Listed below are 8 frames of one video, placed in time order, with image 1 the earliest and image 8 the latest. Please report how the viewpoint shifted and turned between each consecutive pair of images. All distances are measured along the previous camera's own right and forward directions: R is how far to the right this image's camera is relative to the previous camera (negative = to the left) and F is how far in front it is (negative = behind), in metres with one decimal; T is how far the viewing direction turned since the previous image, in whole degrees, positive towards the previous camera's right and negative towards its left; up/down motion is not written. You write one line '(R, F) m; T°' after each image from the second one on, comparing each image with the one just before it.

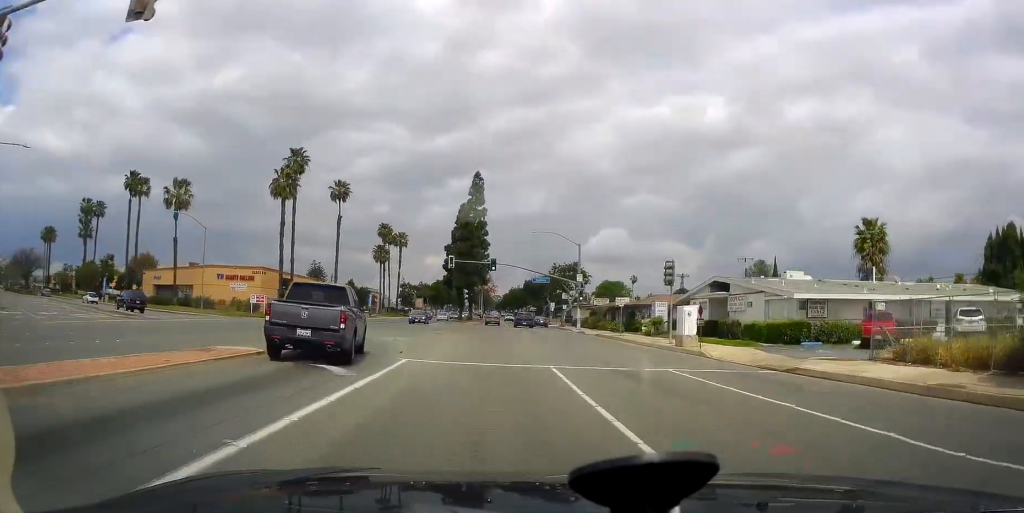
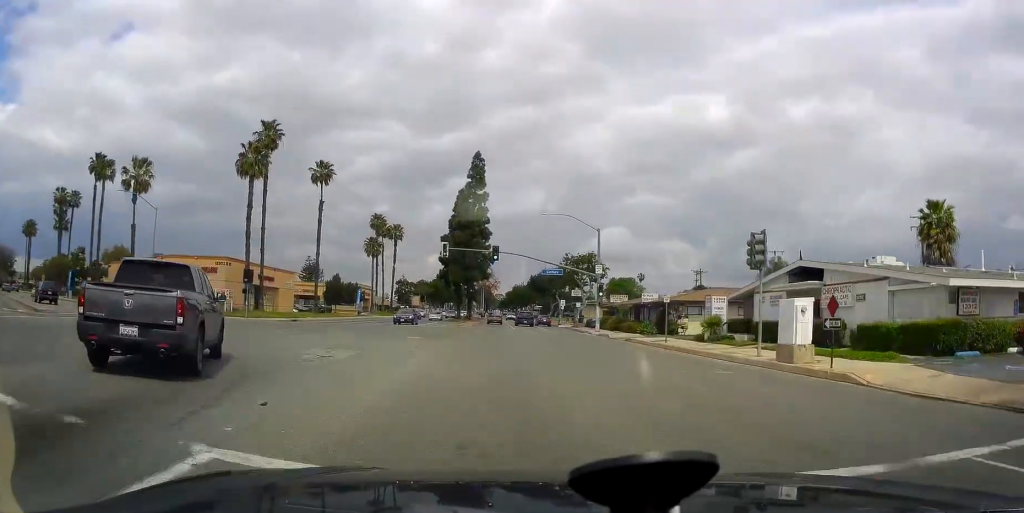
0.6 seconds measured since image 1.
(+0.2, +11.4) m; +1°
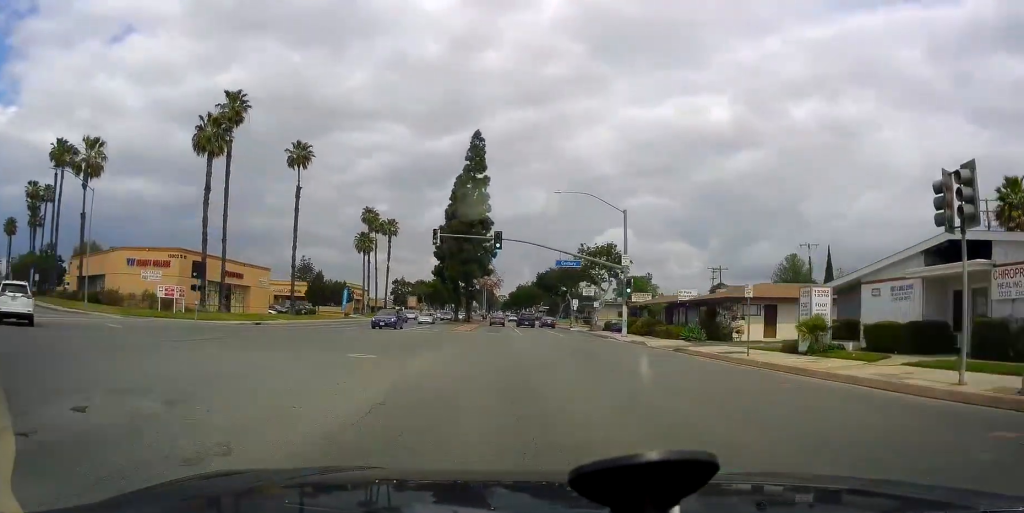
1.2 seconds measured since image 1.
(0.0, +10.7) m; 0°
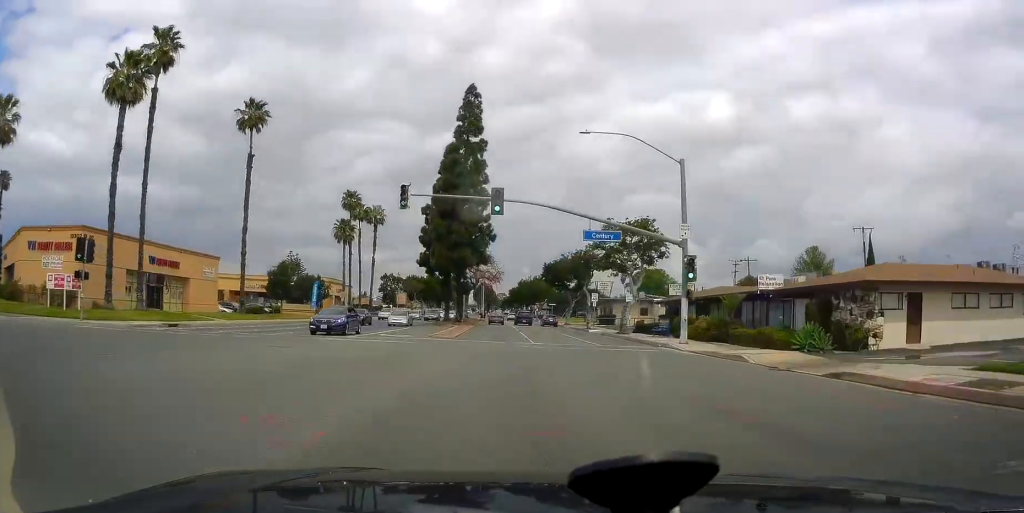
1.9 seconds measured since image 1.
(0.0, +14.5) m; 0°
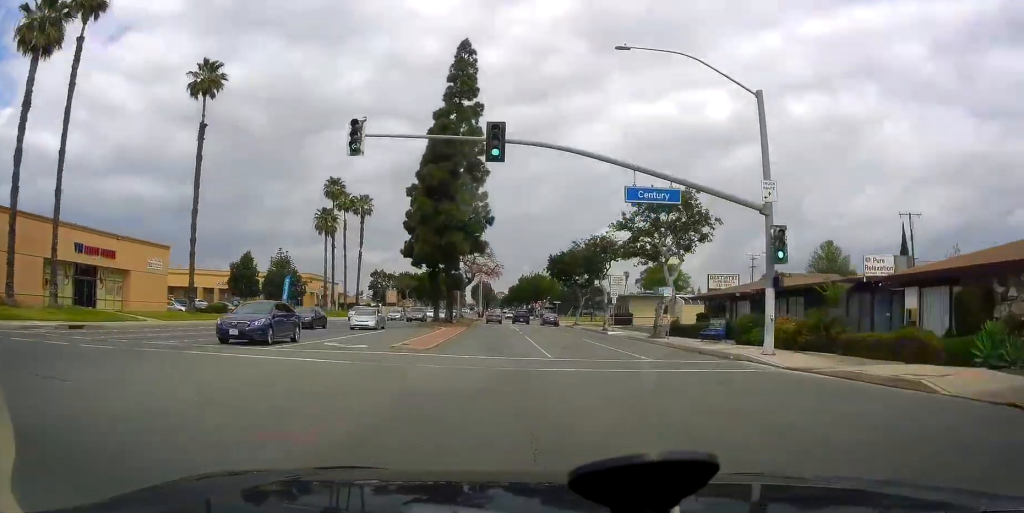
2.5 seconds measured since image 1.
(0.0, +10.1) m; 0°
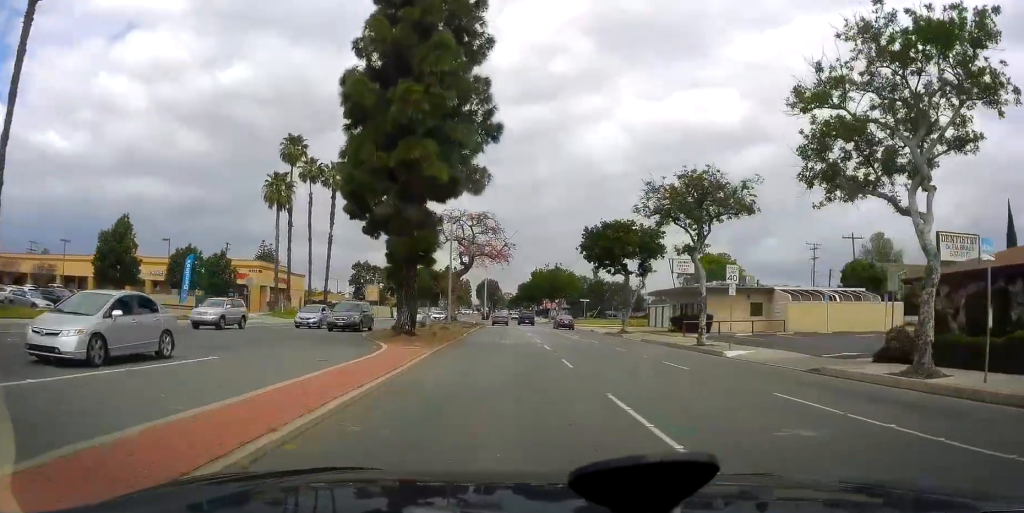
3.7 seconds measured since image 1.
(0.0, +23.2) m; 0°
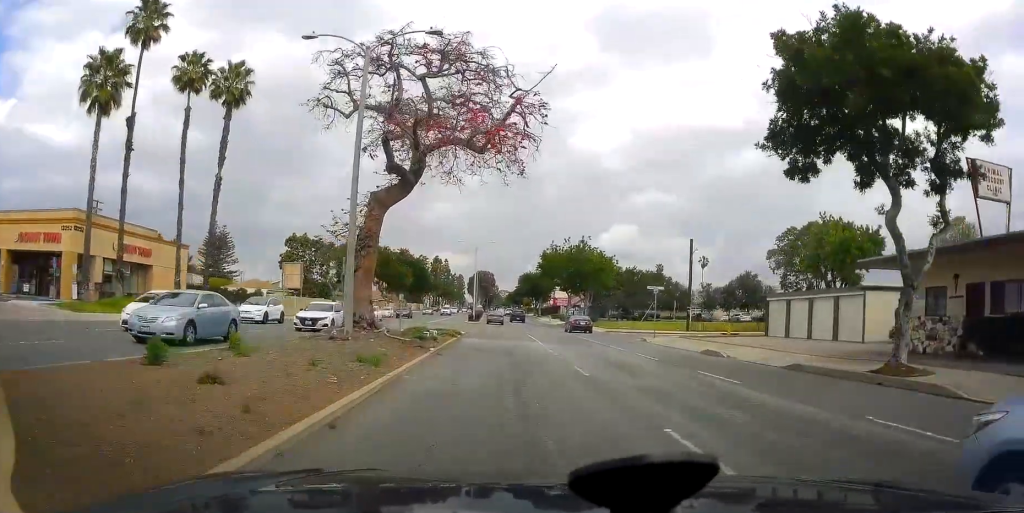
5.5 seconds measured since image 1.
(0.0, +33.8) m; 0°
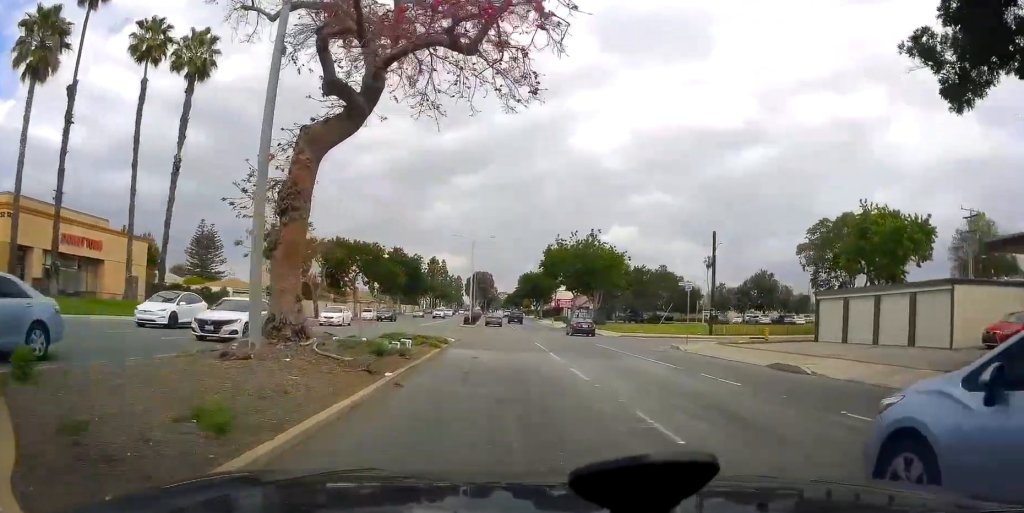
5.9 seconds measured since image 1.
(0.0, +7.1) m; -1°
